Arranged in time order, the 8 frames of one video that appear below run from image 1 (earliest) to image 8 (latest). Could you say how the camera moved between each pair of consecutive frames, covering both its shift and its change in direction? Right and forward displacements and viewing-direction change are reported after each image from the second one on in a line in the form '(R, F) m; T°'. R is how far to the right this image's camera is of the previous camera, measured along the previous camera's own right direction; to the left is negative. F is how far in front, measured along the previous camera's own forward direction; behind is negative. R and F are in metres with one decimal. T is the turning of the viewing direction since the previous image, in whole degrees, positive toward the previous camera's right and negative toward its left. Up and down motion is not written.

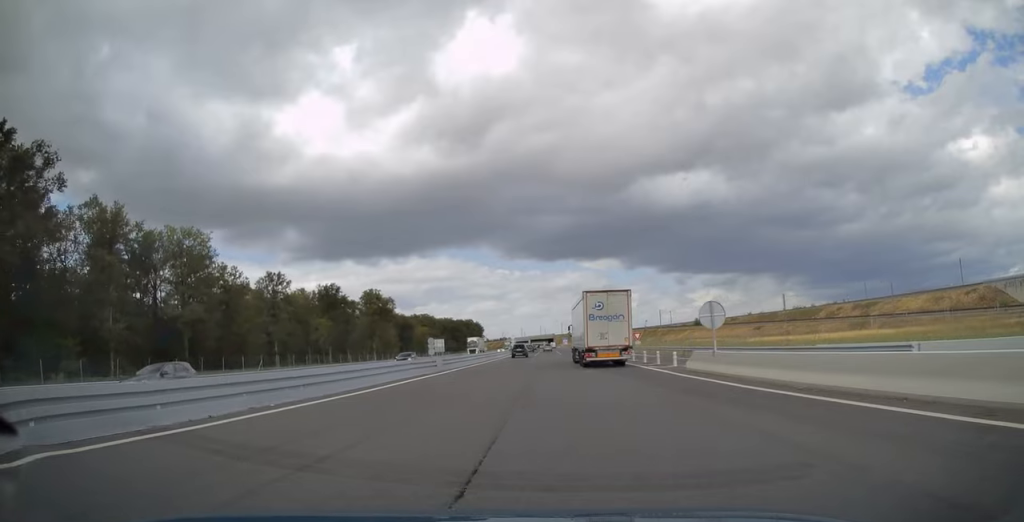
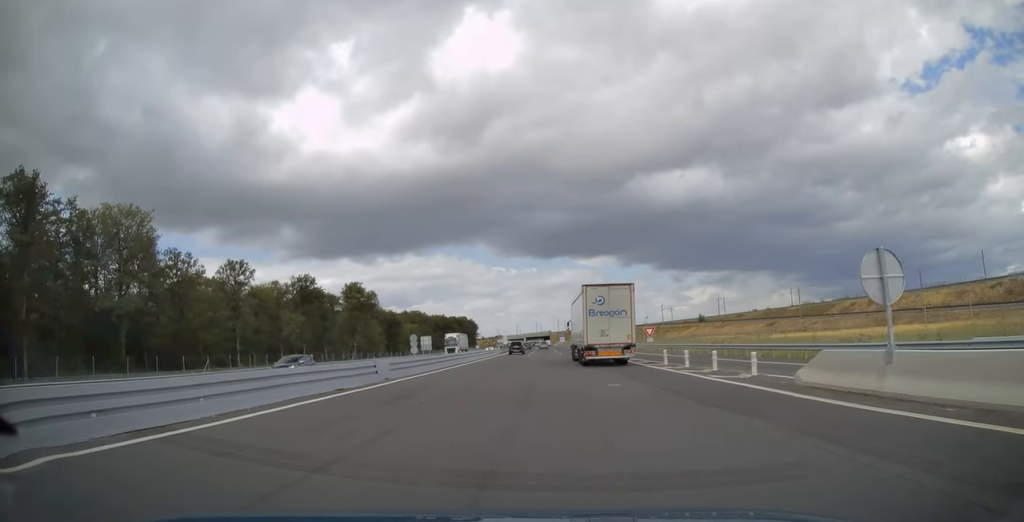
(+0.1, +12.3) m; 0°
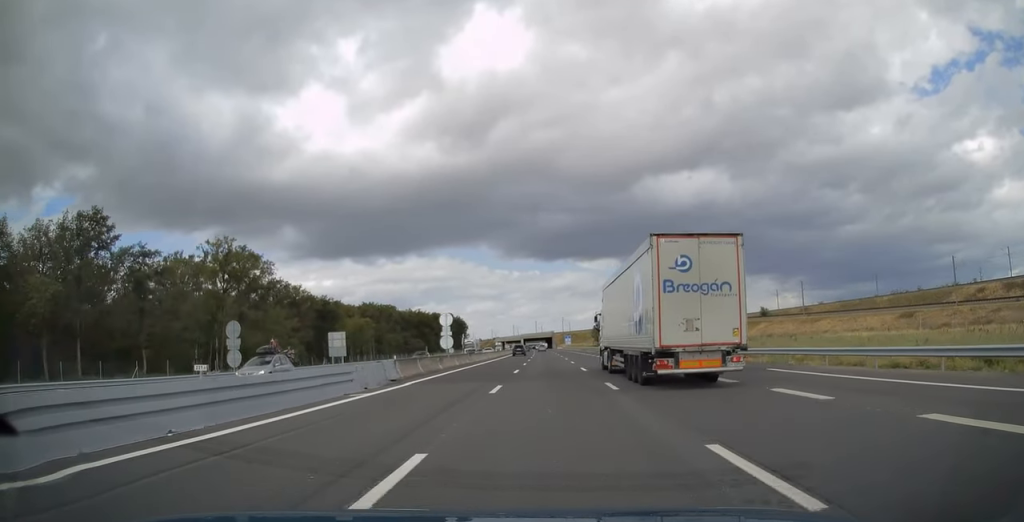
(-0.1, +63.6) m; 0°
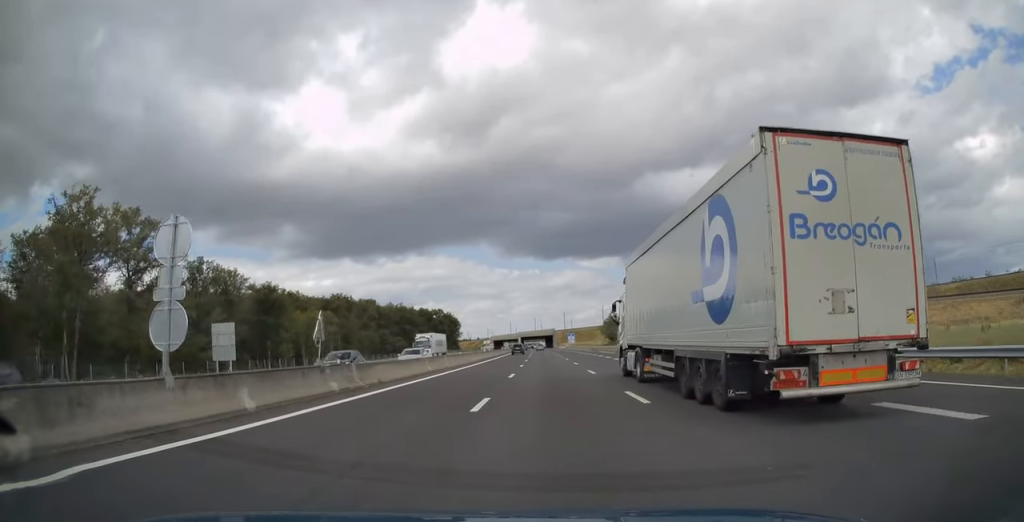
(+0.1, +30.5) m; 0°
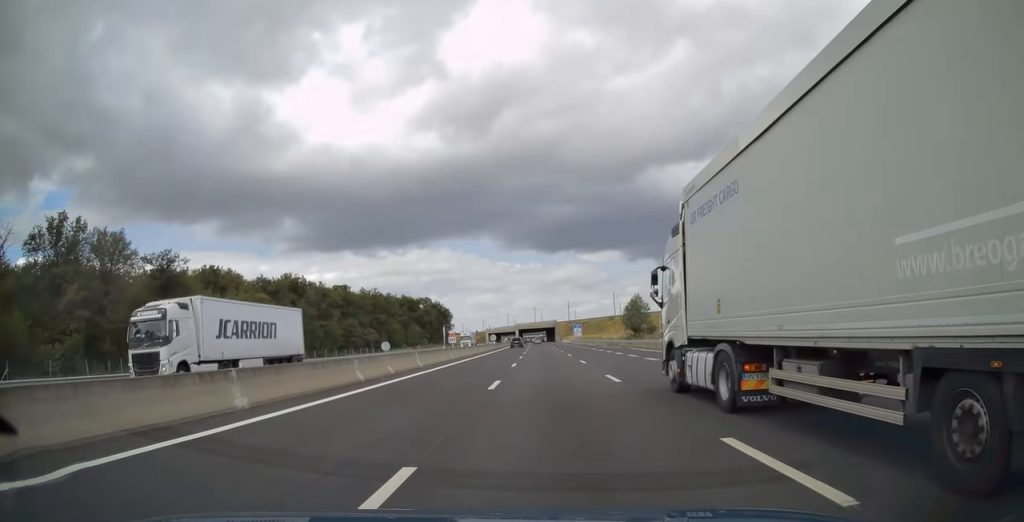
(-0.1, +34.6) m; 0°
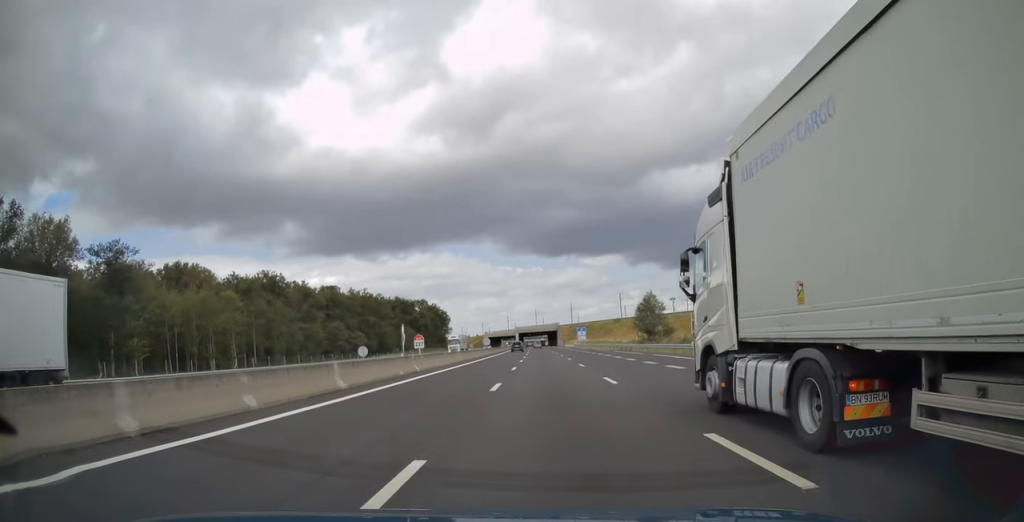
(0.0, +12.5) m; 0°
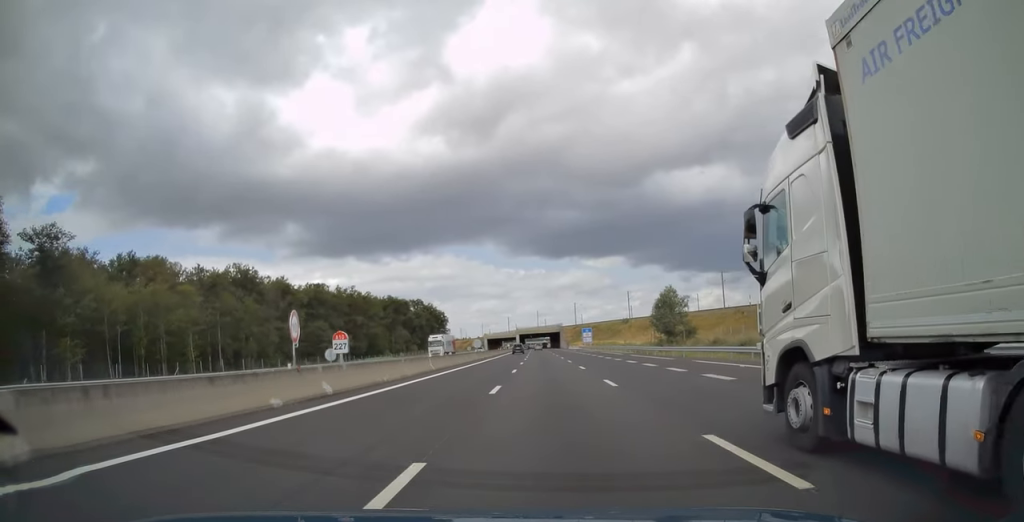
(0.0, +13.1) m; 0°
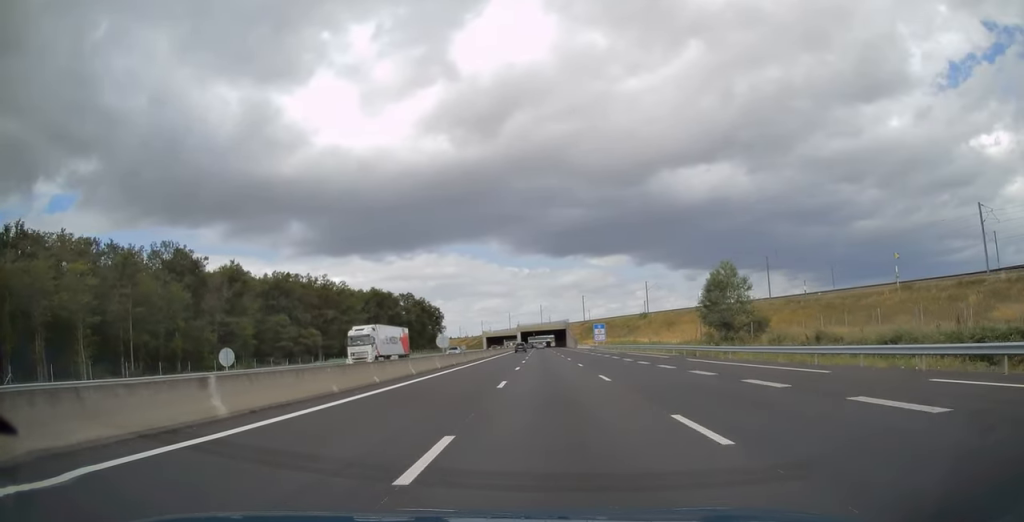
(0.0, +23.7) m; 0°
